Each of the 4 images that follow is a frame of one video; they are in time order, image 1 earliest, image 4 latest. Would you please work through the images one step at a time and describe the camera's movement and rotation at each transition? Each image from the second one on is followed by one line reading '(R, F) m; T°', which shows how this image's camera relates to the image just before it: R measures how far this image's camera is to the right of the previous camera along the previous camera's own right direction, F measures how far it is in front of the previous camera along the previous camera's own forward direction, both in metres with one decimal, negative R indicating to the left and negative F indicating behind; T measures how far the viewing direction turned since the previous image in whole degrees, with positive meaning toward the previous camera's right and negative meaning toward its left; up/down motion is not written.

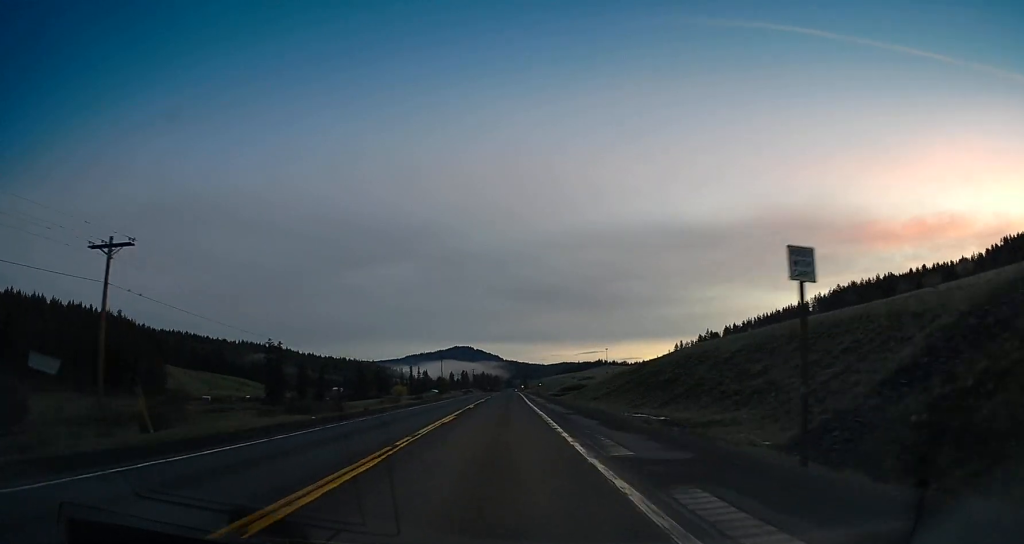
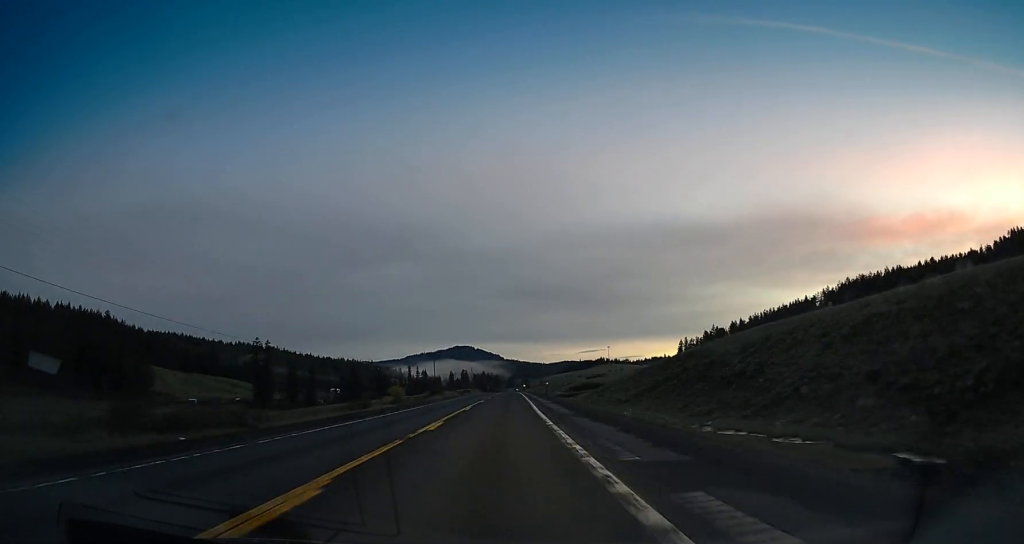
(-0.2, +18.8) m; 0°
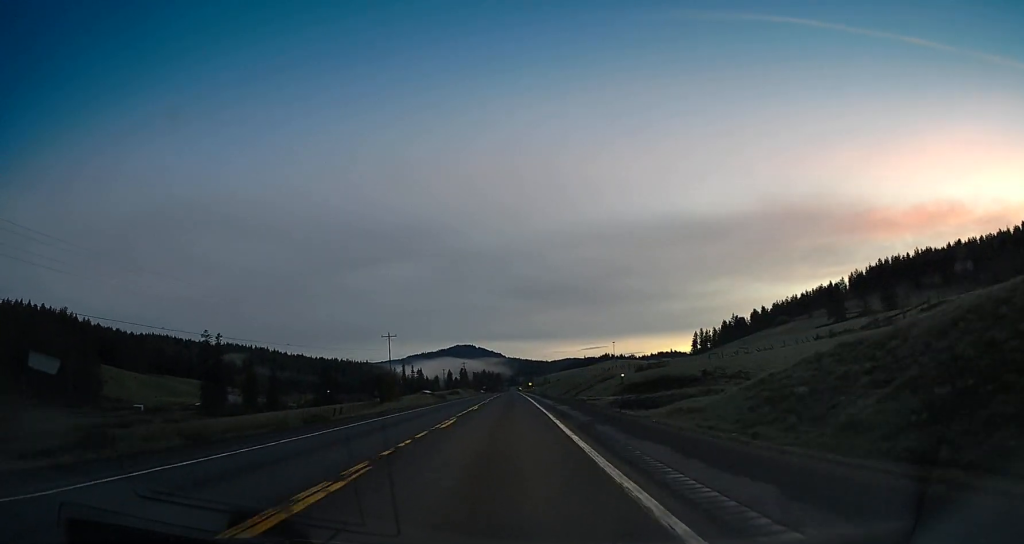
(-0.4, +59.0) m; -2°
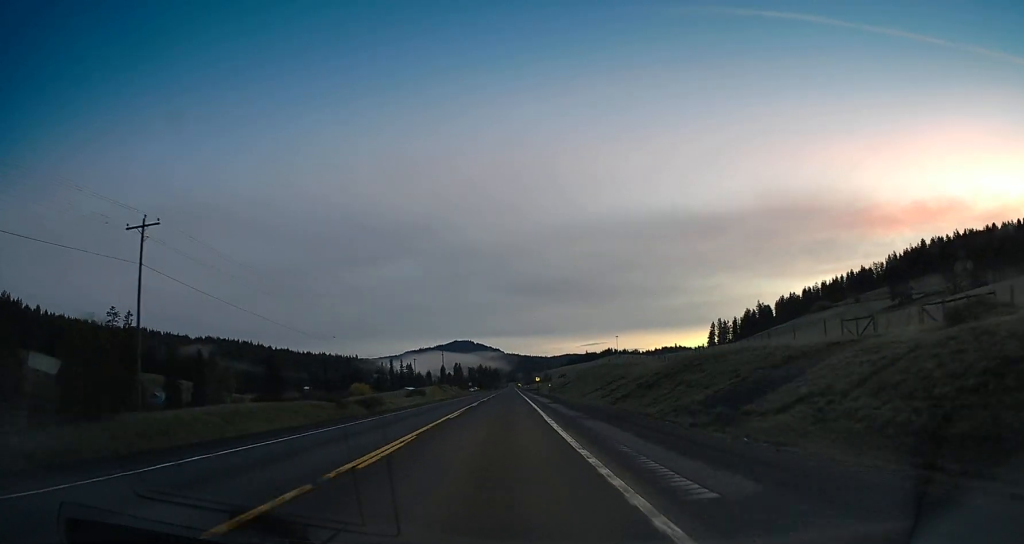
(+0.5, +69.7) m; +1°
